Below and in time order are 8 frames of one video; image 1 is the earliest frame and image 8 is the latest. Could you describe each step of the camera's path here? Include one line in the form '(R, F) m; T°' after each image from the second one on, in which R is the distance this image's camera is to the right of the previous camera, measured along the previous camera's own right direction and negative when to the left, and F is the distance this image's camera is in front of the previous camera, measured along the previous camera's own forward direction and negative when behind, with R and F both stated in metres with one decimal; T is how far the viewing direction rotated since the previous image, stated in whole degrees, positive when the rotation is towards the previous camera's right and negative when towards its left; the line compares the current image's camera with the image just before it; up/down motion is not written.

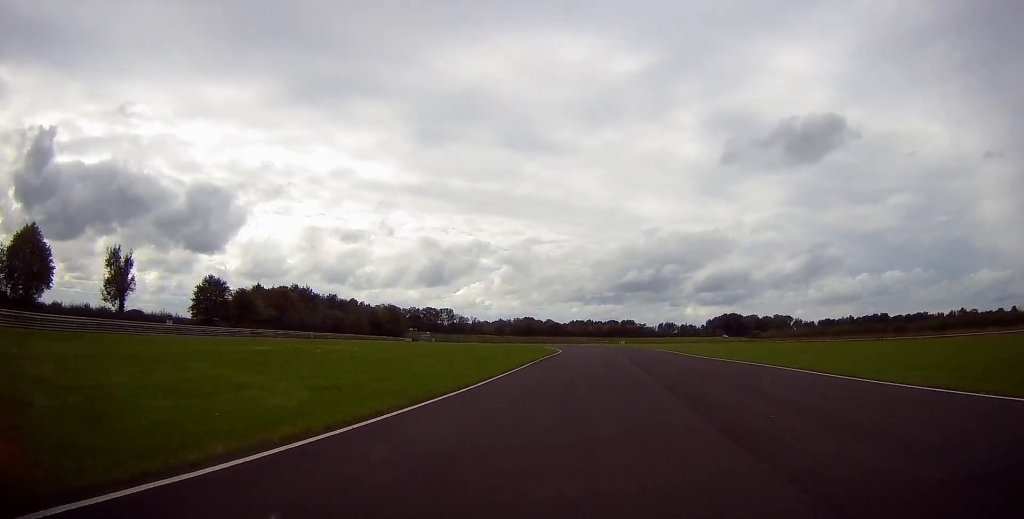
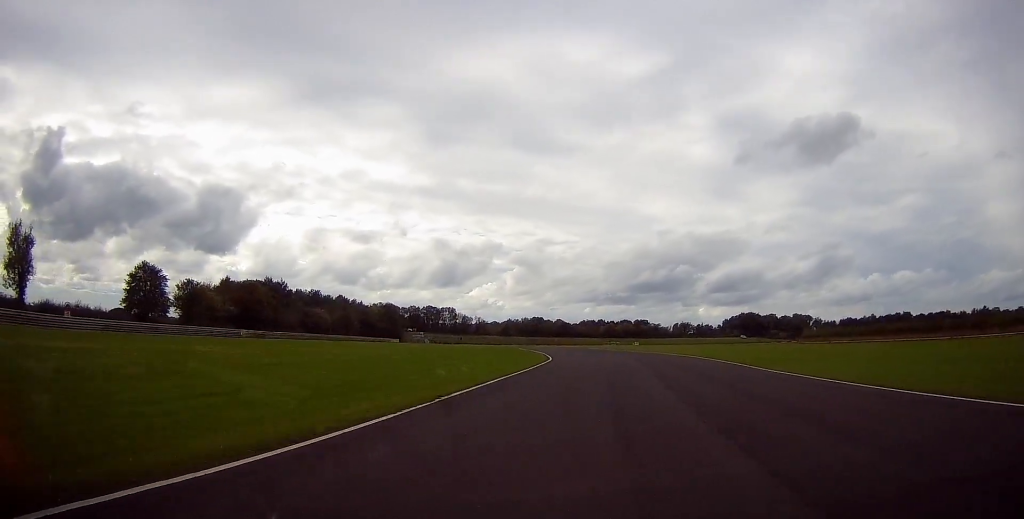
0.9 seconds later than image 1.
(-0.2, +20.3) m; -1°
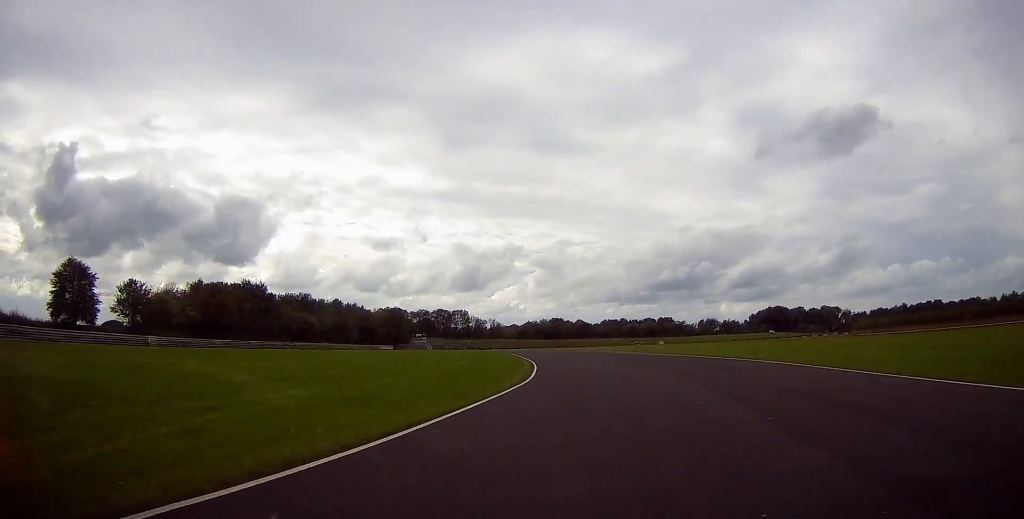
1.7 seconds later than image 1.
(-0.2, +18.9) m; -2°
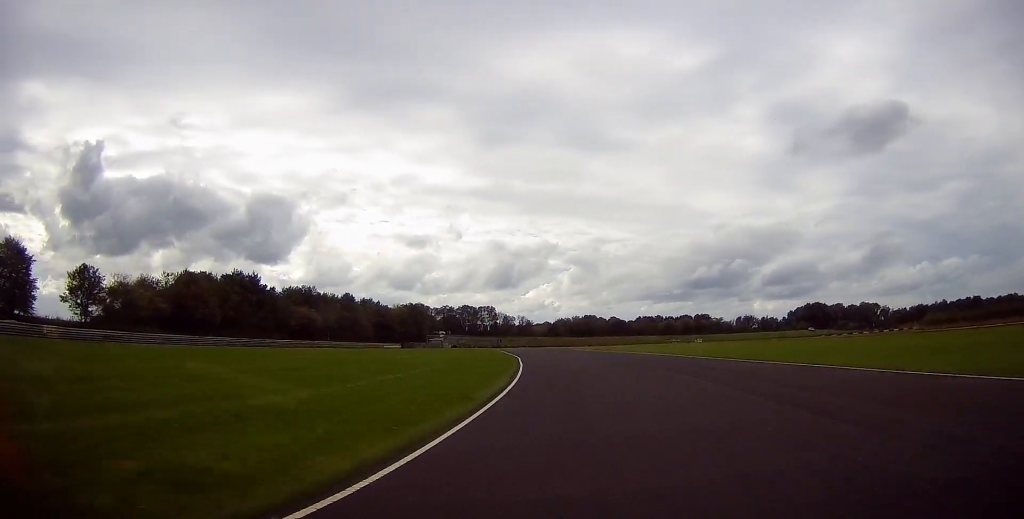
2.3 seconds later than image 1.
(-0.1, +15.6) m; -2°
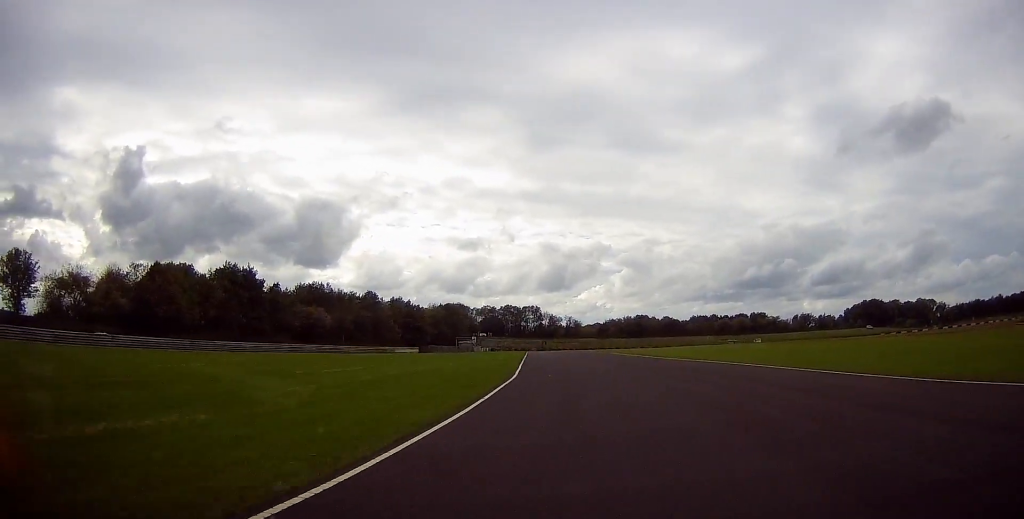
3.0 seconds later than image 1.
(-0.4, +18.8) m; -4°
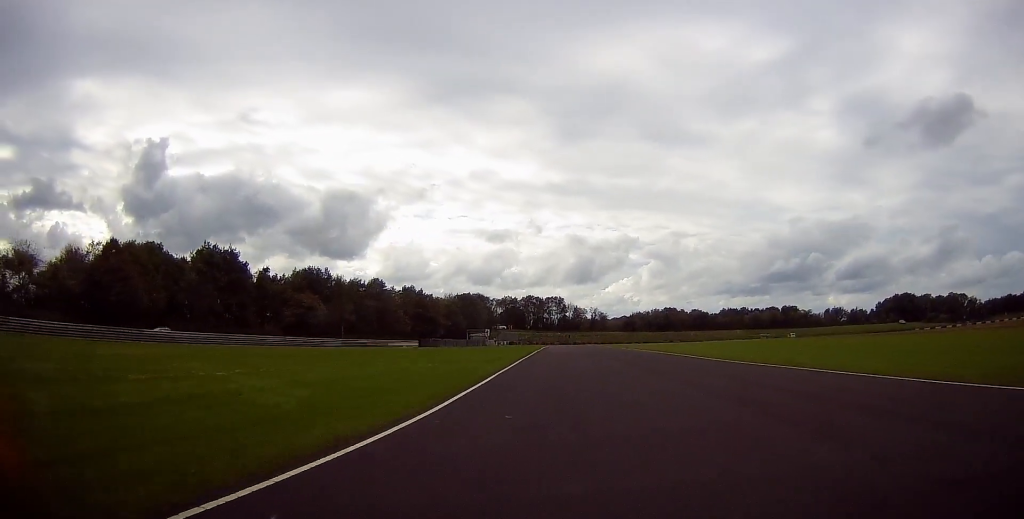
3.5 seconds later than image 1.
(-0.5, +13.4) m; -3°
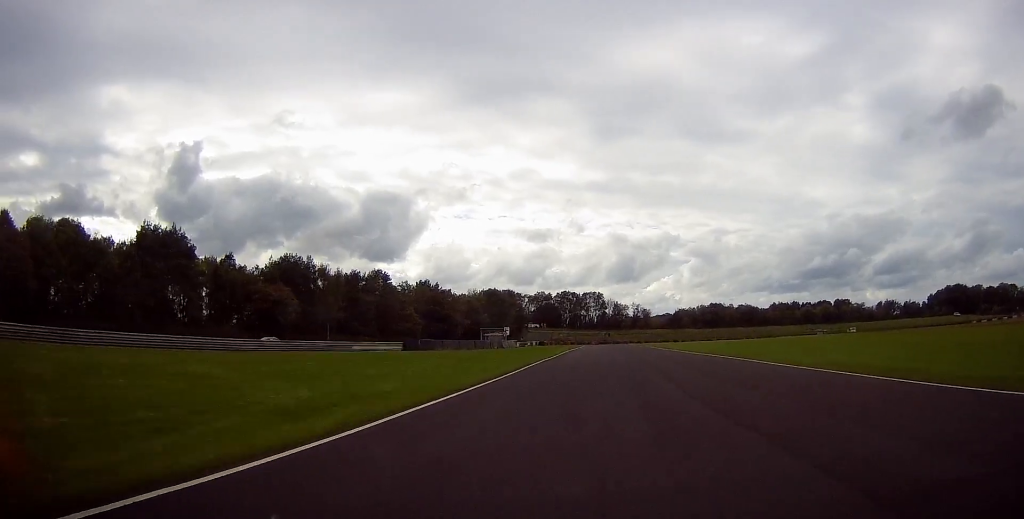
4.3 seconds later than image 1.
(-1.0, +23.1) m; -4°
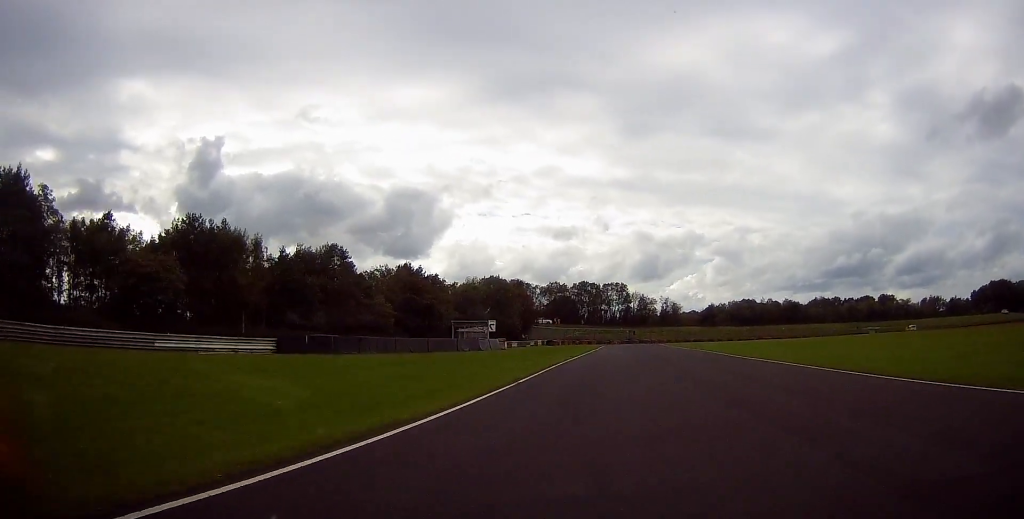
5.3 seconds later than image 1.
(-0.6, +30.2) m; -2°
